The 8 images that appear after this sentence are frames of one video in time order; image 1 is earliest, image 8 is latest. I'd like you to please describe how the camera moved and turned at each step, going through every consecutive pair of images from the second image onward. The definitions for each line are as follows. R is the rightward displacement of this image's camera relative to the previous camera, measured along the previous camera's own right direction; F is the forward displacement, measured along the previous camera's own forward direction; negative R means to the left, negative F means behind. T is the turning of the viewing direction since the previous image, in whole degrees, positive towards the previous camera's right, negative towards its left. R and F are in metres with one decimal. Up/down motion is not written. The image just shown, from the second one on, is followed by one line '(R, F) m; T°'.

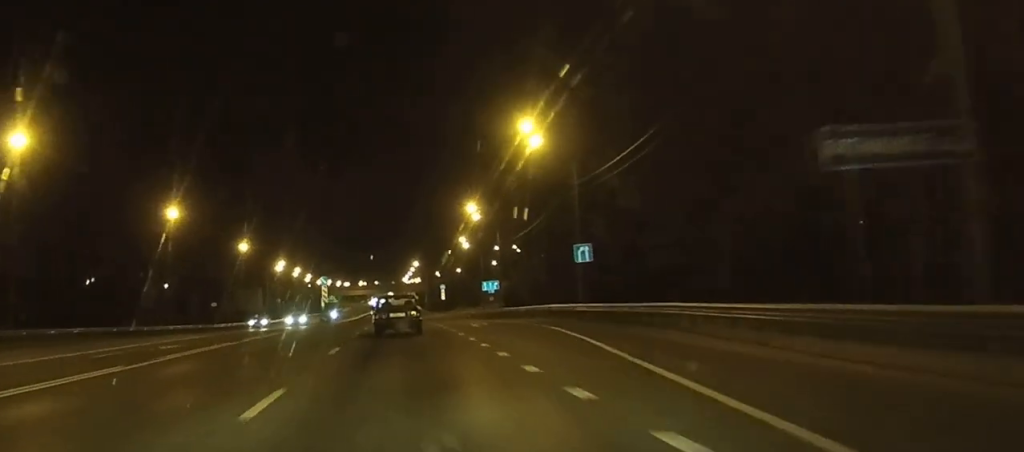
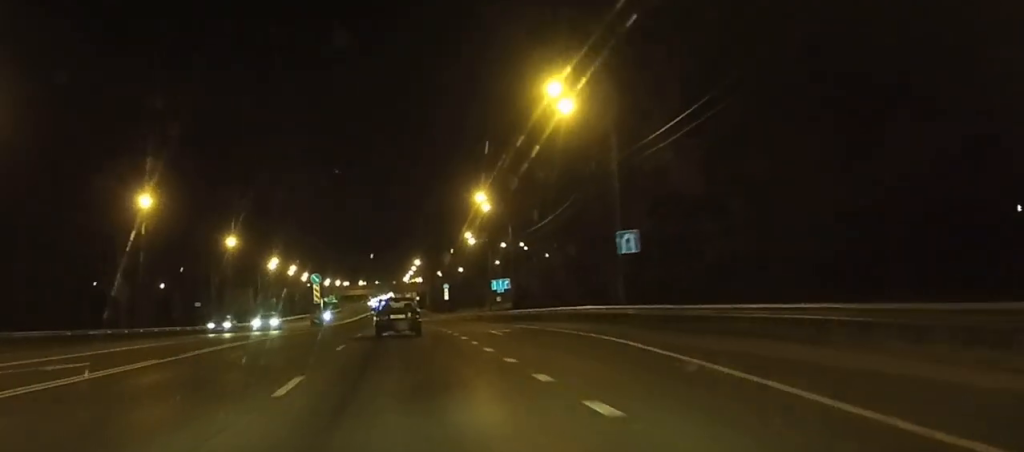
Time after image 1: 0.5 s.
(0.0, +9.3) m; 0°
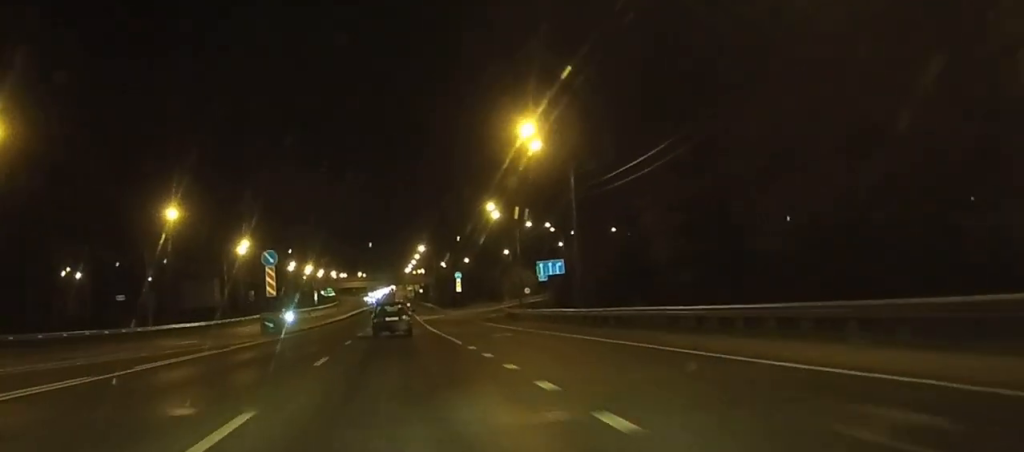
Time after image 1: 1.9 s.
(-0.1, +28.9) m; 0°
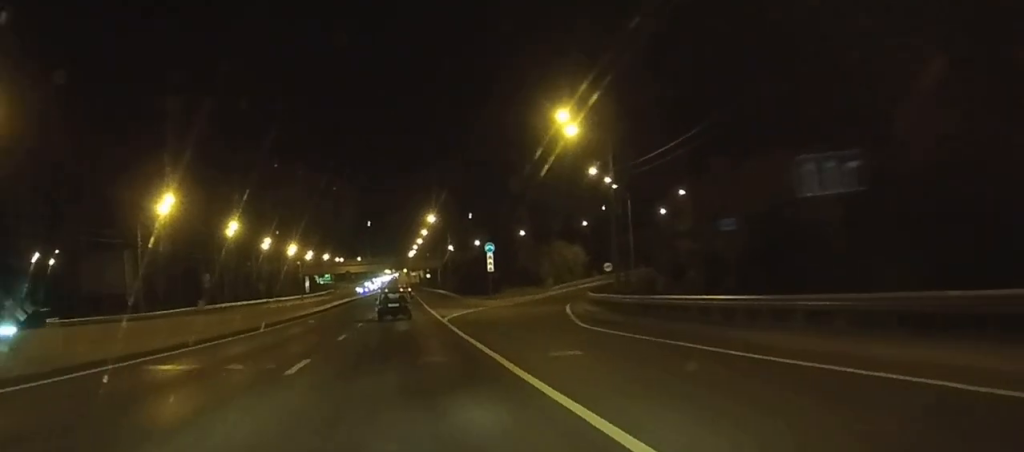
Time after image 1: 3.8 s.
(0.0, +39.9) m; 0°
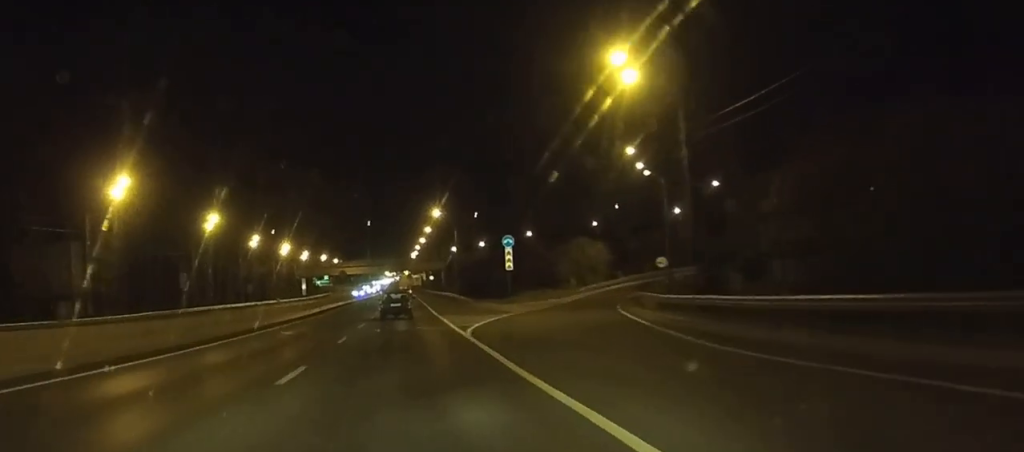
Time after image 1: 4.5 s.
(0.0, +13.3) m; 0°
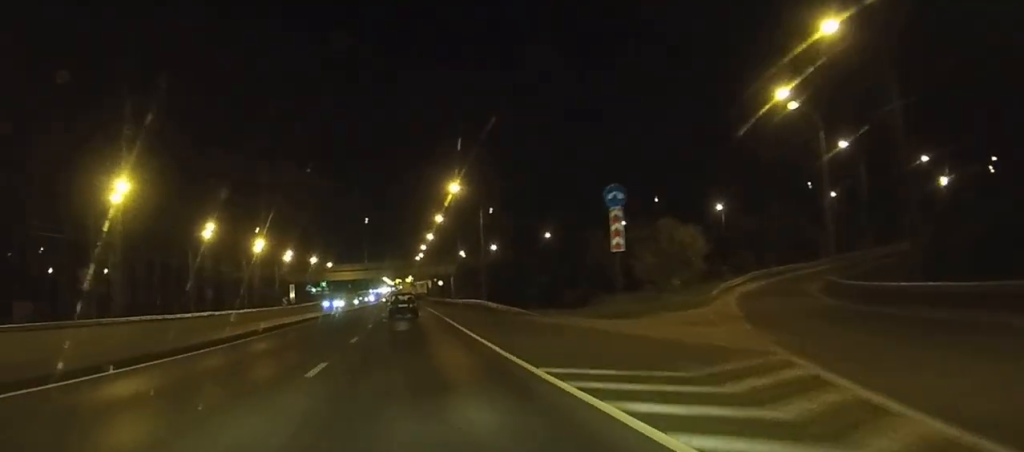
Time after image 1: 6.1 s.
(0.0, +34.1) m; 0°
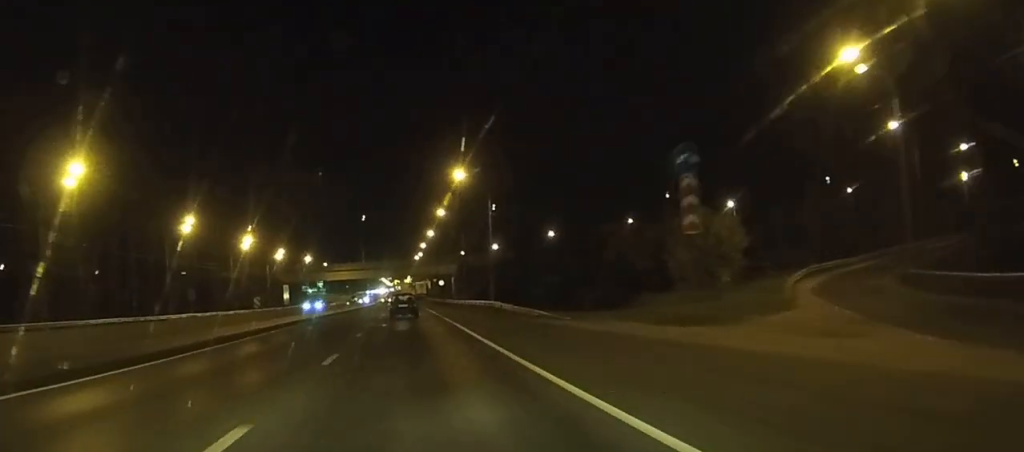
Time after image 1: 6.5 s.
(0.0, +9.4) m; 0°
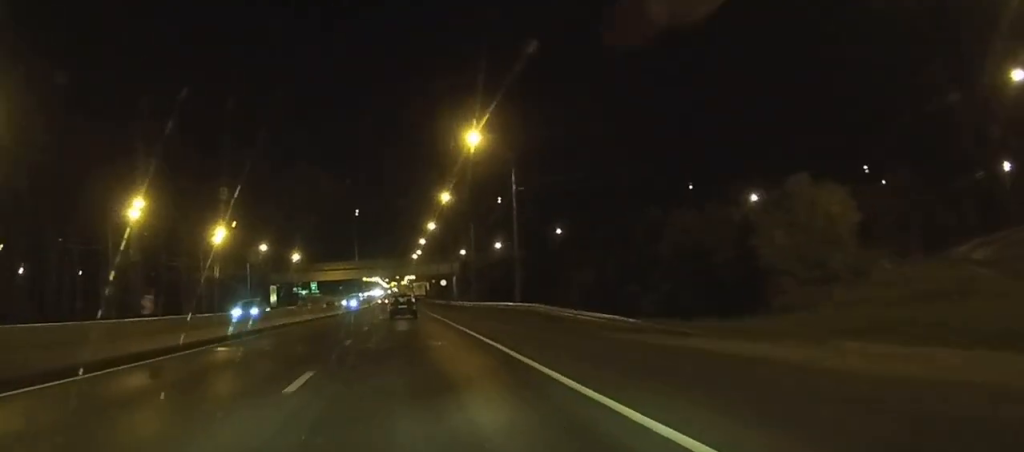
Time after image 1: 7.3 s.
(0.0, +17.5) m; 0°
